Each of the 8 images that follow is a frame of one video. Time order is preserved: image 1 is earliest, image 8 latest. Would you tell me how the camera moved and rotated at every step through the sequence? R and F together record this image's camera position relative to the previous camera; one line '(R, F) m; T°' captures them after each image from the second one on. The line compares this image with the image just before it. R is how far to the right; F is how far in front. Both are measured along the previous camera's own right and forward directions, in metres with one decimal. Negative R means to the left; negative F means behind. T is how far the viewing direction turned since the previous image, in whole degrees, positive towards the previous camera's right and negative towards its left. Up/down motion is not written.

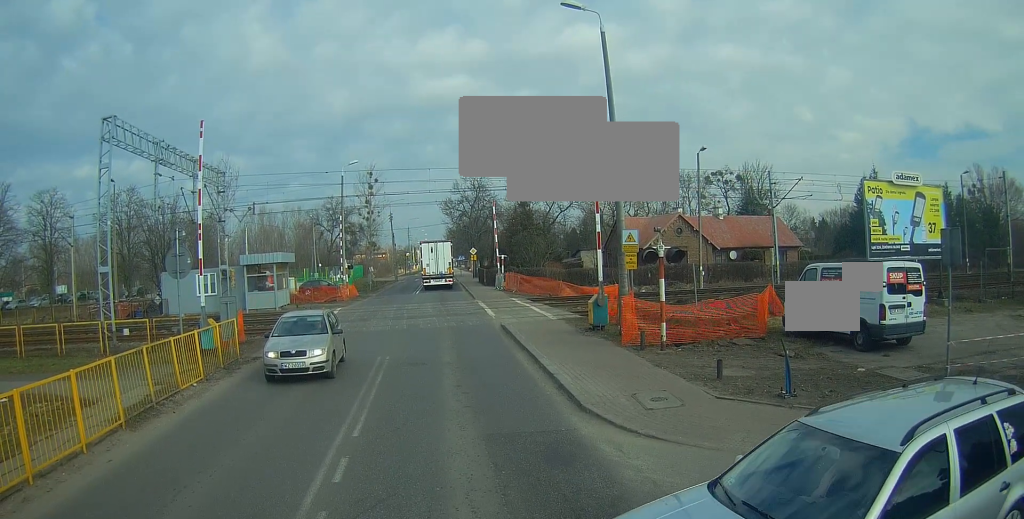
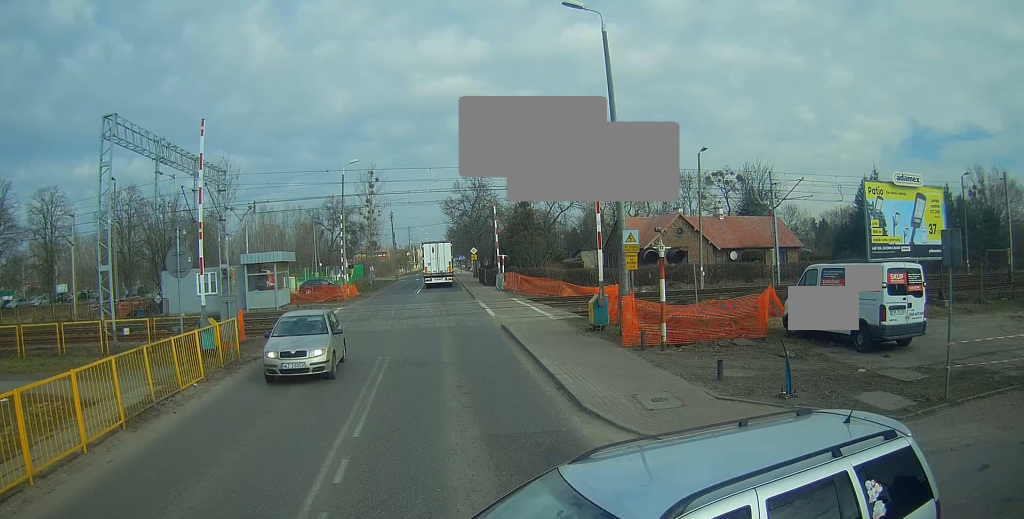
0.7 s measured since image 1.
(0.0, 0.0) m; 0°
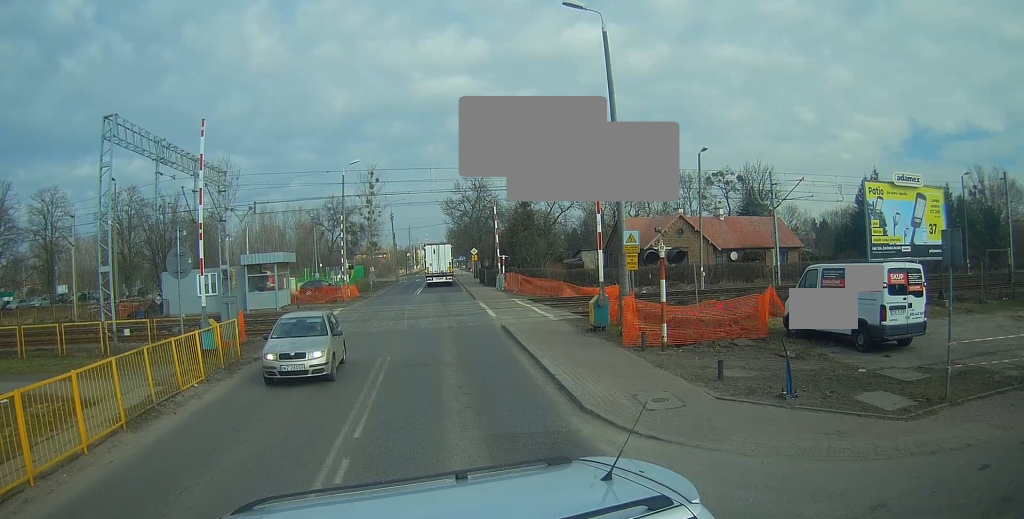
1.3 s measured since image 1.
(0.0, 0.0) m; 0°
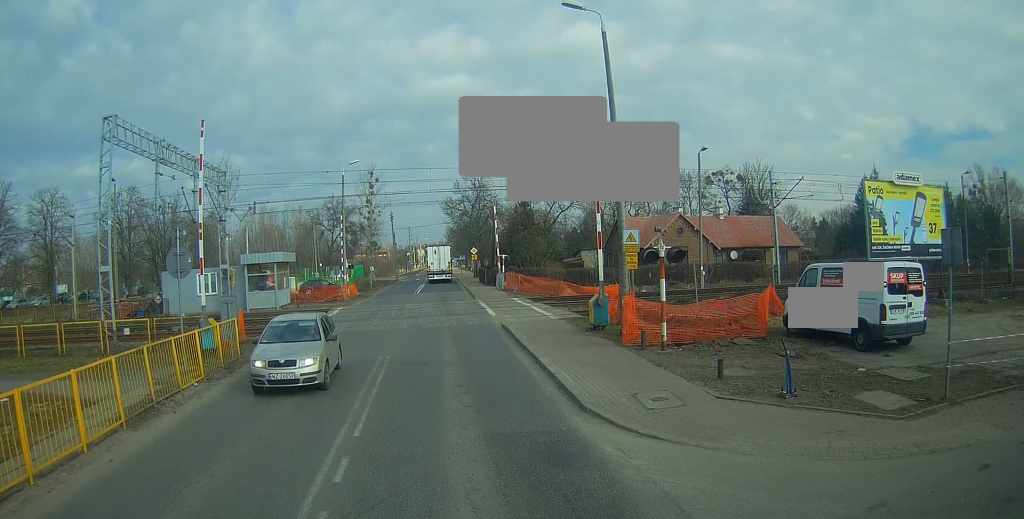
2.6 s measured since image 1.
(0.0, 0.0) m; 0°
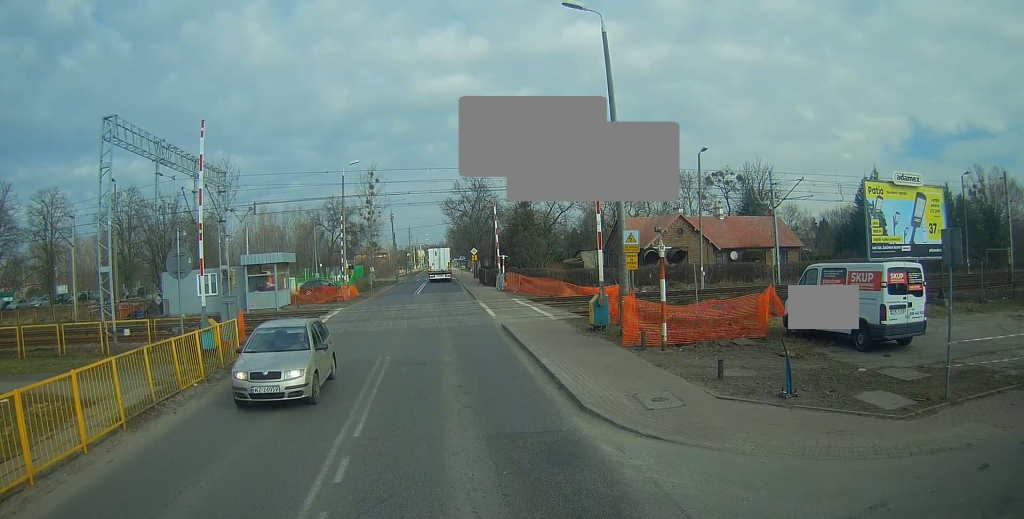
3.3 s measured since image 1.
(0.0, 0.0) m; 0°
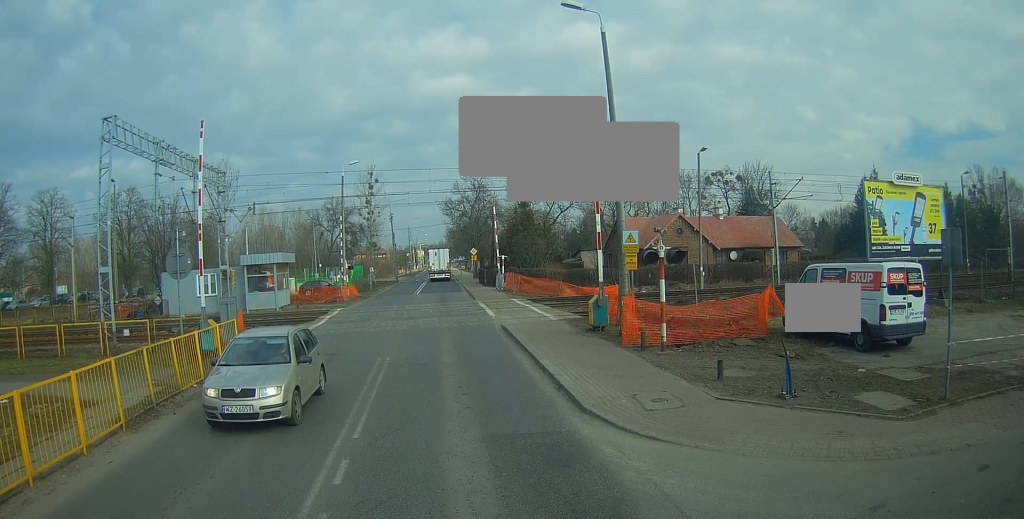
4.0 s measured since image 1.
(0.0, 0.0) m; 0°
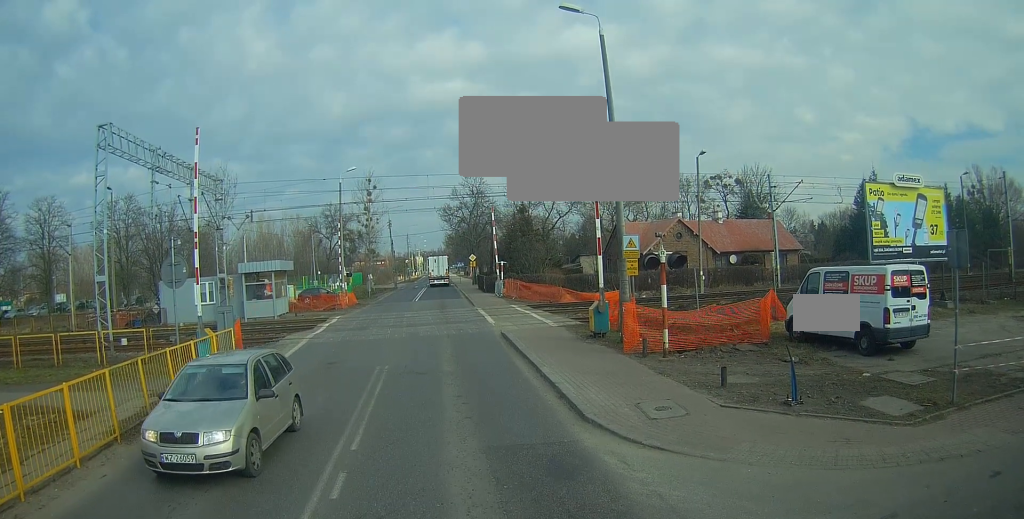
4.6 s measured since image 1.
(0.0, 0.0) m; 0°
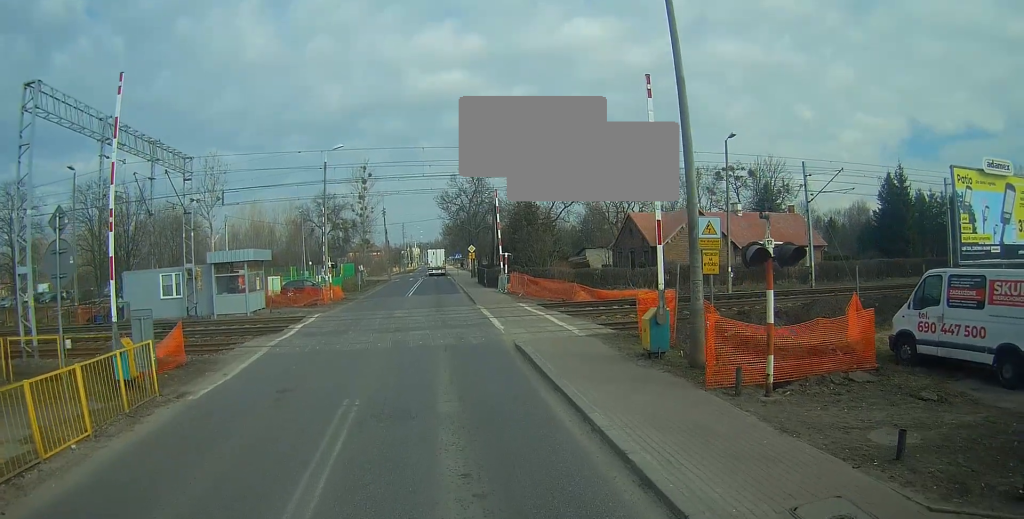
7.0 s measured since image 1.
(-0.1, +5.4) m; 0°
